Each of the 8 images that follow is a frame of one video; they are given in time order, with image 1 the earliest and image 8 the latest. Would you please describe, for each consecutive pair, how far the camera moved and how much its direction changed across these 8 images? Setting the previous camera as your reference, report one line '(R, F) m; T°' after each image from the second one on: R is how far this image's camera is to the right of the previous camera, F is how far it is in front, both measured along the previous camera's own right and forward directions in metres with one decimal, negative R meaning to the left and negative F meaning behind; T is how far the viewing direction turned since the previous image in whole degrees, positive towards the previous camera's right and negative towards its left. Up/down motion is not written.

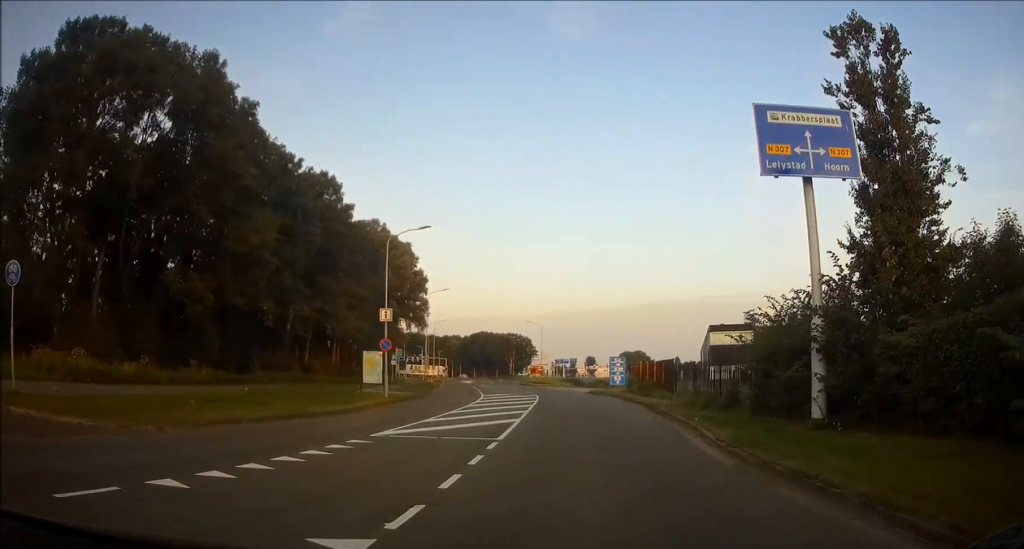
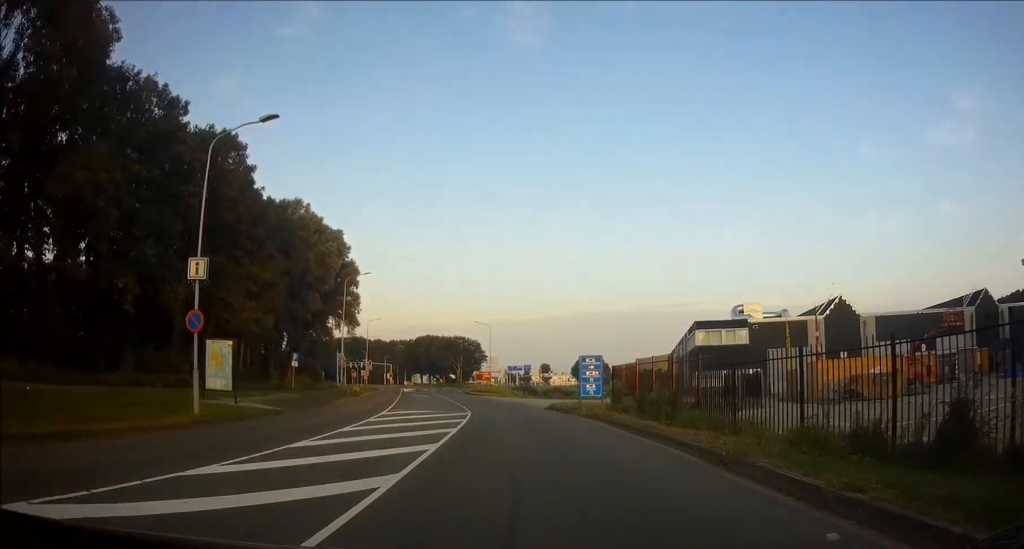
(+1.0, +16.2) m; +2°
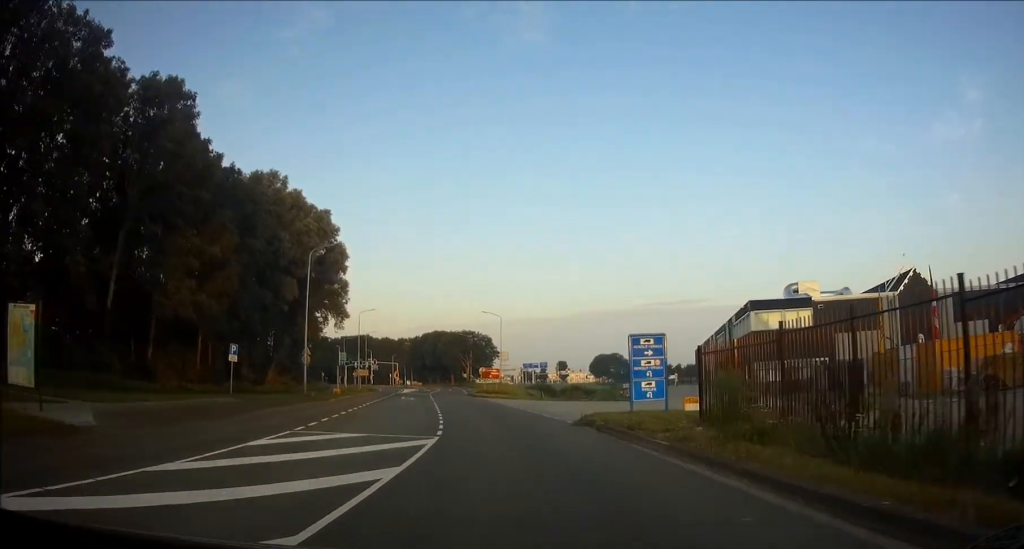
(+0.5, +12.6) m; -2°
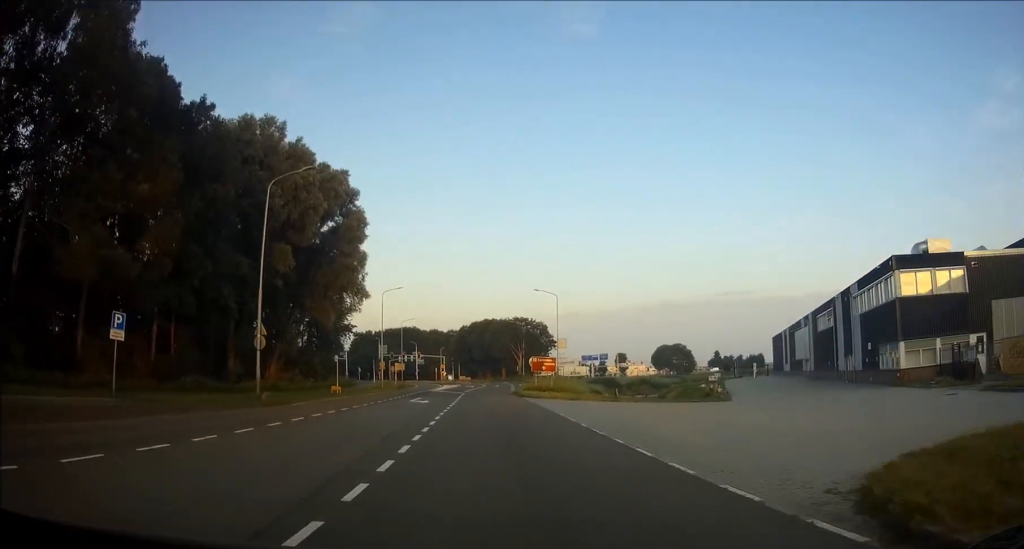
(-1.1, +15.4) m; -5°
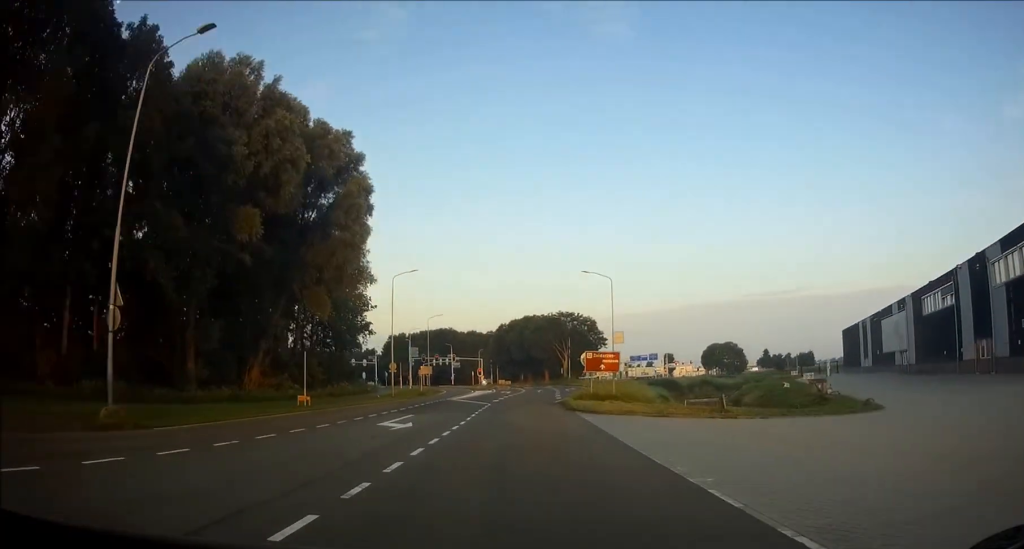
(-0.5, +14.3) m; -2°
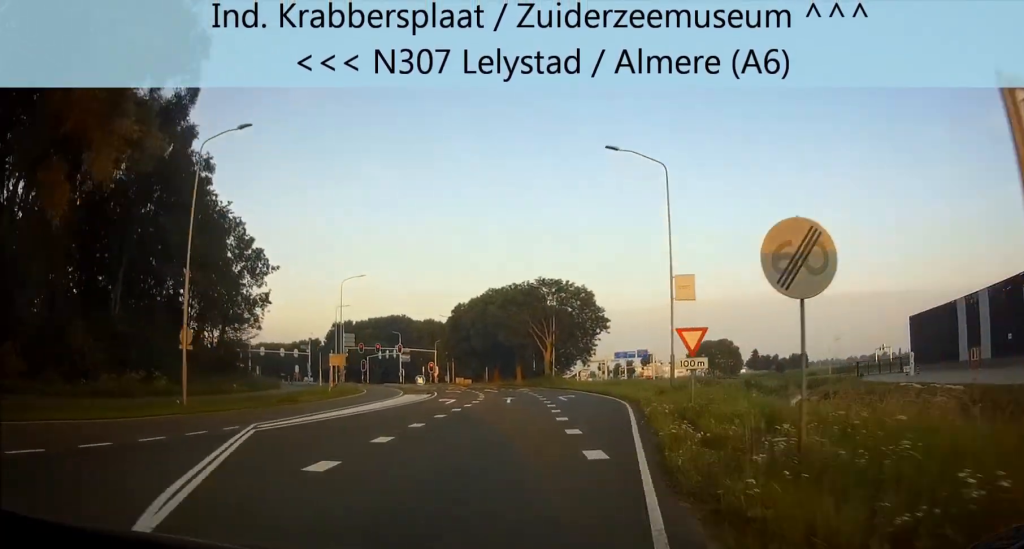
(+0.1, +31.3) m; +3°
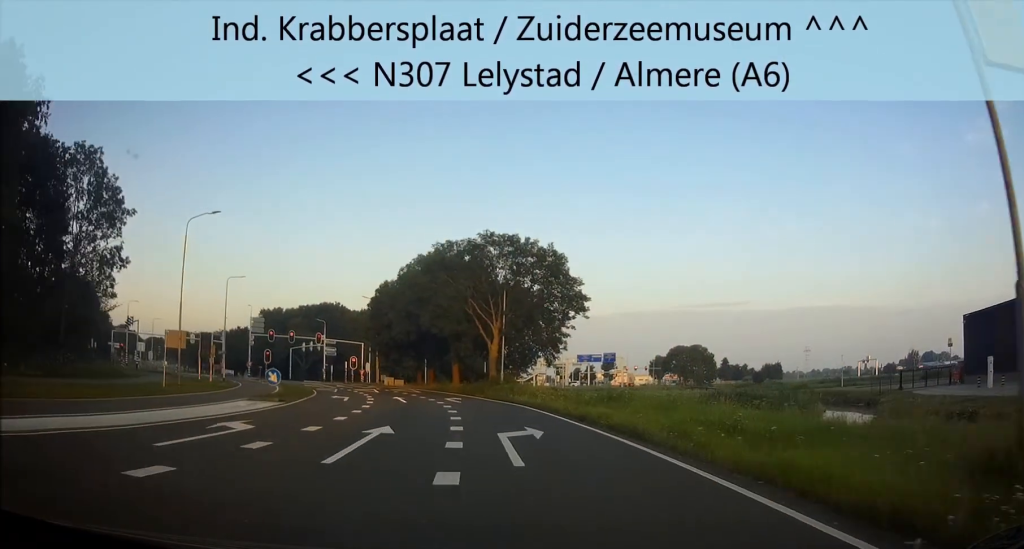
(+0.6, +21.8) m; -1°
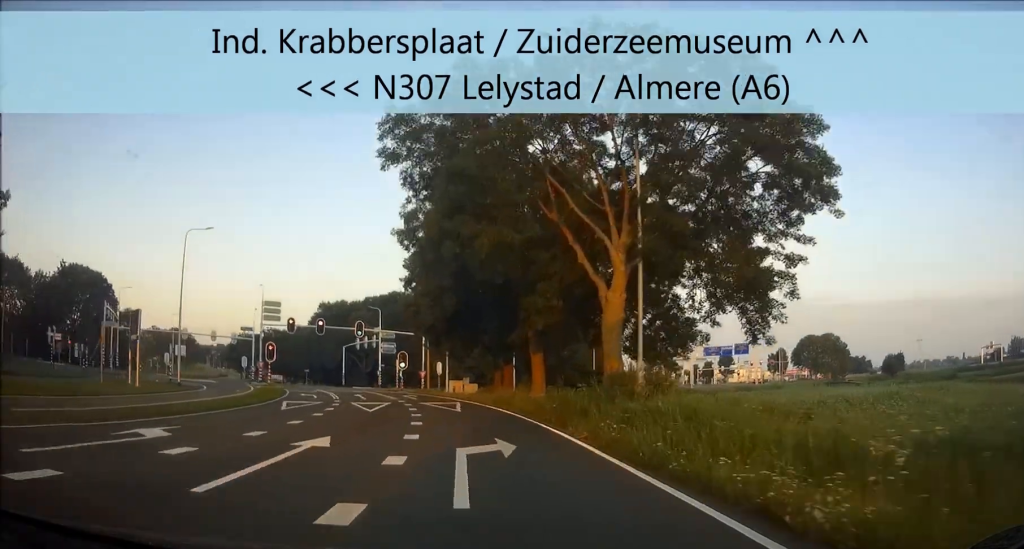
(-1.4, +26.4) m; -9°
